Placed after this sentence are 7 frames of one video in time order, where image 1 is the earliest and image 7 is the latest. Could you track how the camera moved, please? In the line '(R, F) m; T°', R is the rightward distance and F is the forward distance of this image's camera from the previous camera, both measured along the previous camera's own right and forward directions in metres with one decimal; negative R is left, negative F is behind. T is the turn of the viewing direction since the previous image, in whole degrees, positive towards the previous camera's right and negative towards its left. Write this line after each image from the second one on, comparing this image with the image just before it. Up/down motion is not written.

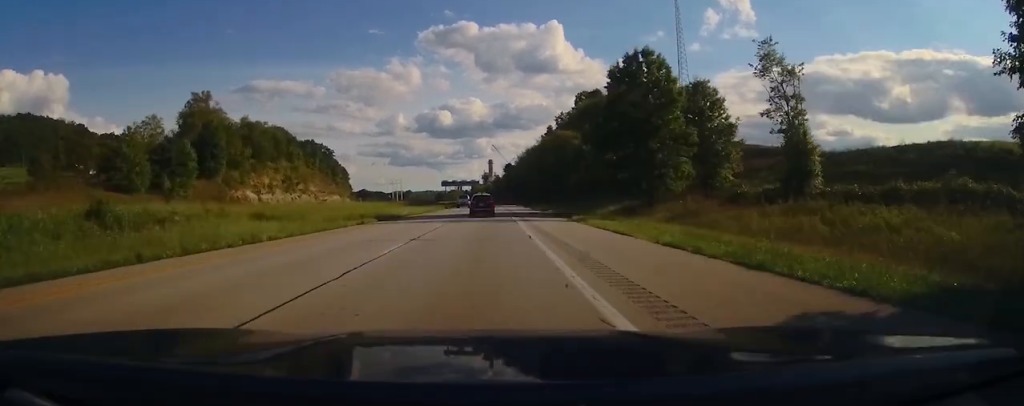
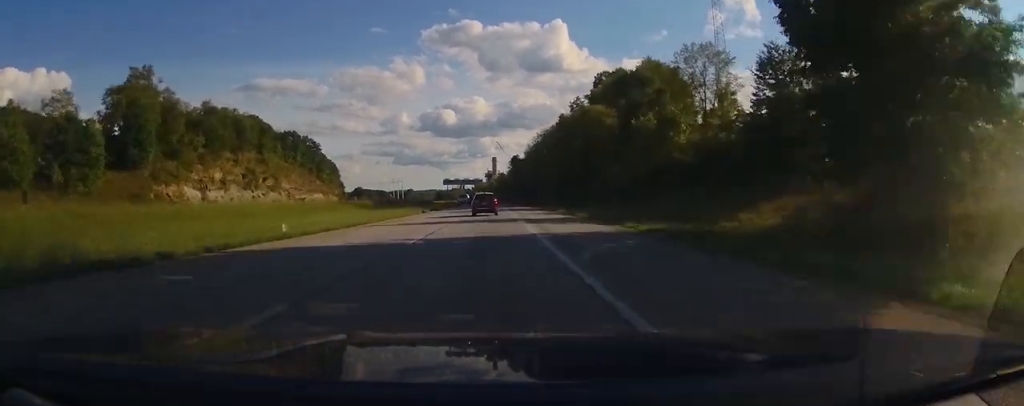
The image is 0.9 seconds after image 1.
(0.0, +33.6) m; -1°
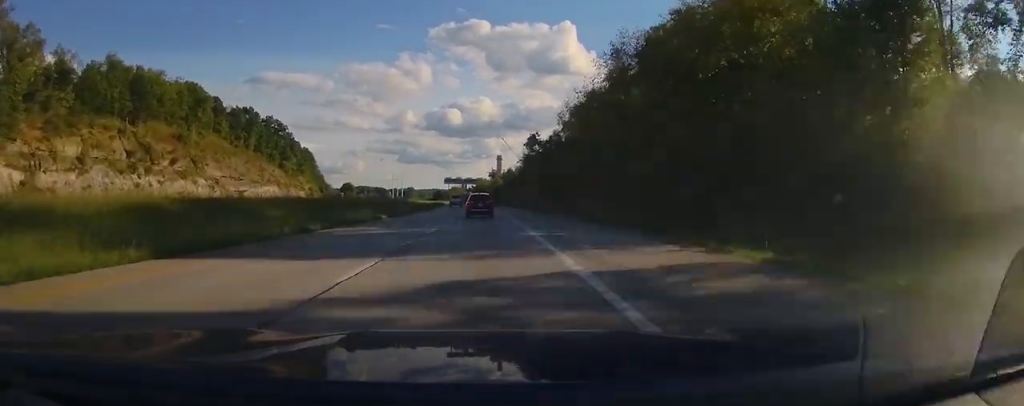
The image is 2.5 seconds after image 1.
(-1.0, +56.2) m; -2°
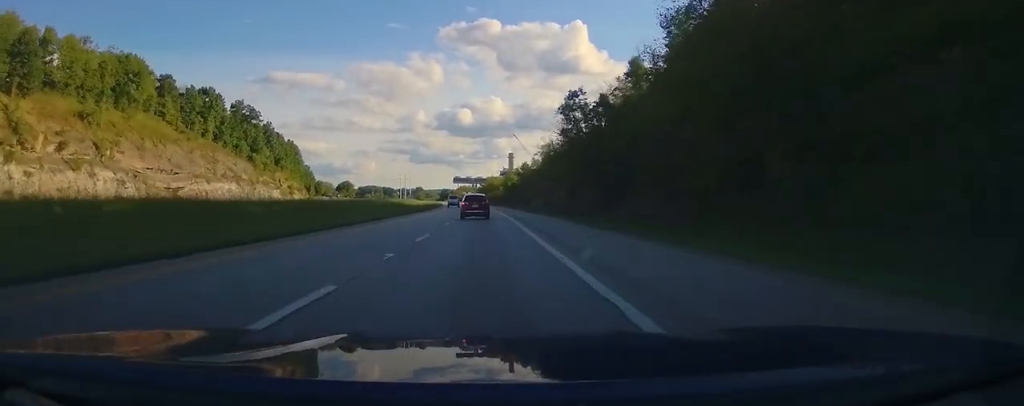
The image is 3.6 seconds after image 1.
(0.0, +40.9) m; 0°
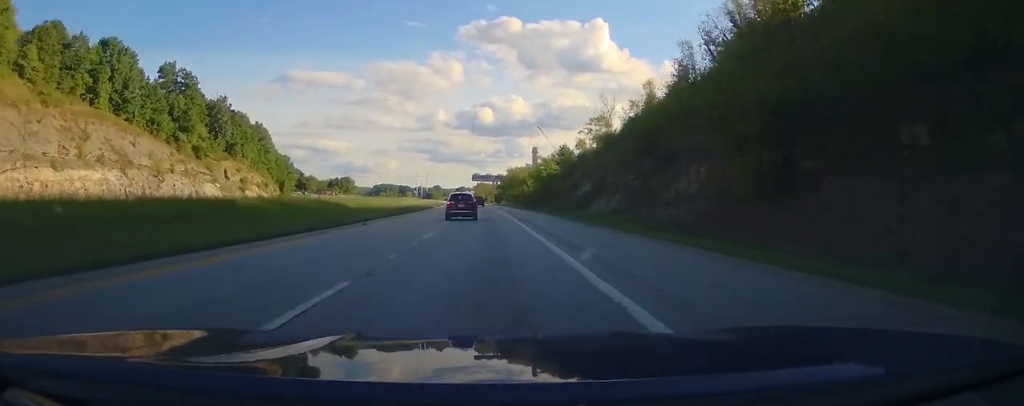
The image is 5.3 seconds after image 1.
(0.0, +61.0) m; 0°
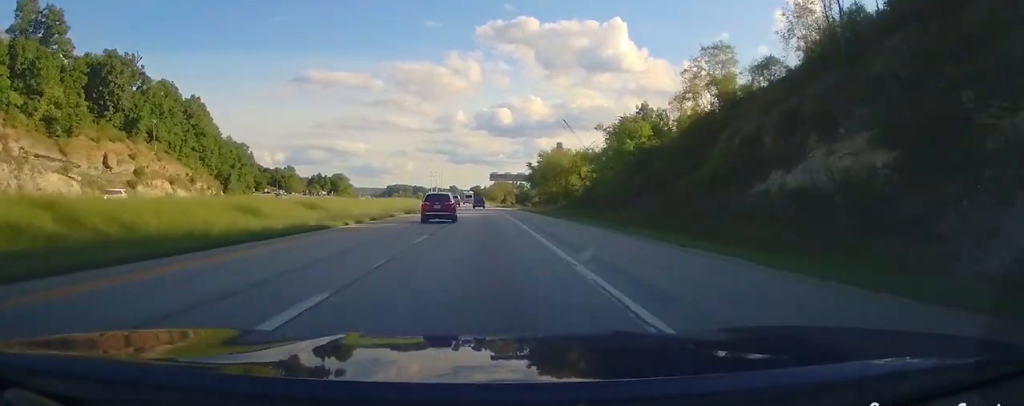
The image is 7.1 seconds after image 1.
(-3.1, +62.3) m; -7°
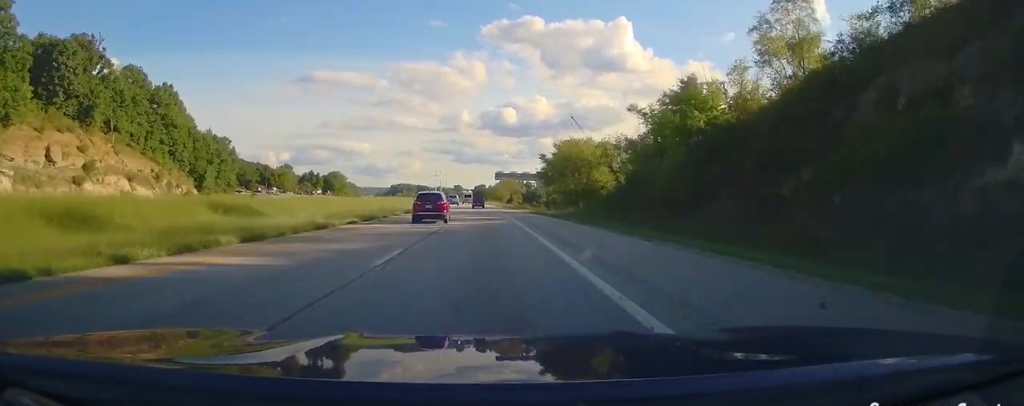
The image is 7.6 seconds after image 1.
(-0.6, +18.1) m; -2°
